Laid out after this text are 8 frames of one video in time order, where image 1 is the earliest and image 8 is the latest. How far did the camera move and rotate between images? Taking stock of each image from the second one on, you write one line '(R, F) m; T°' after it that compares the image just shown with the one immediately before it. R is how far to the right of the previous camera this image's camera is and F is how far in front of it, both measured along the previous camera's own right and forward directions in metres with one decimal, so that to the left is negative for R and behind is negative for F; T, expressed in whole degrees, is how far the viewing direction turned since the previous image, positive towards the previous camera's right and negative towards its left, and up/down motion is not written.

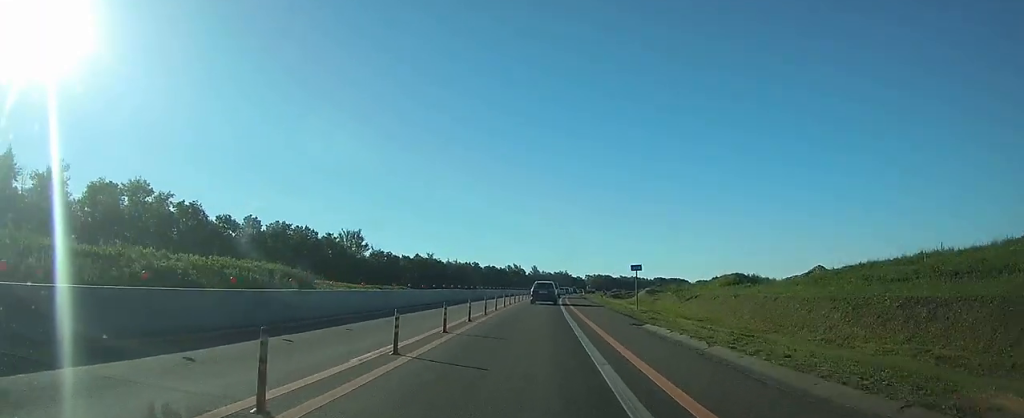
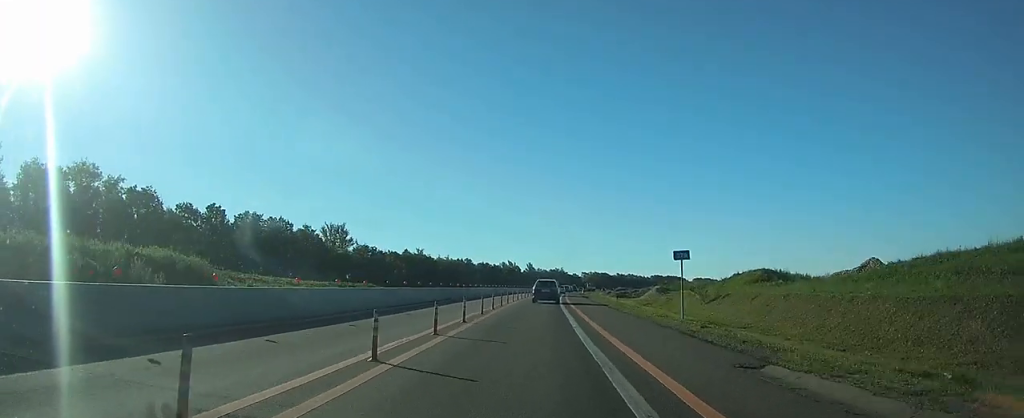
(0.0, +11.3) m; 0°
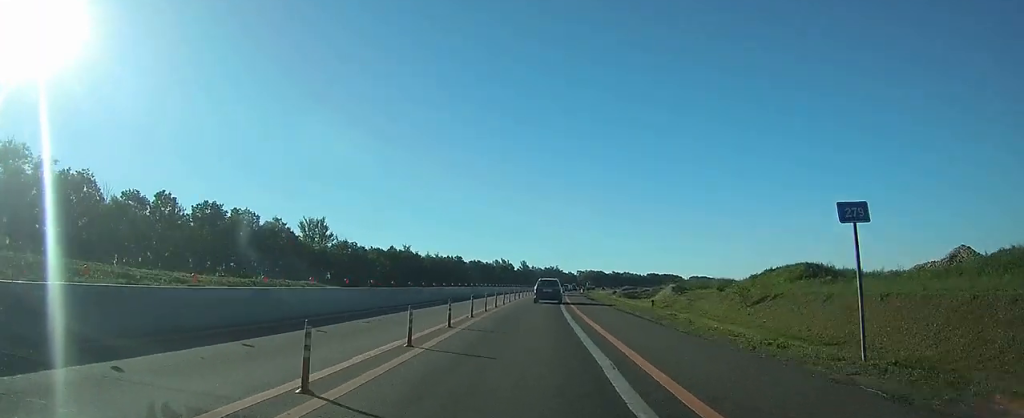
(0.0, +12.6) m; 0°
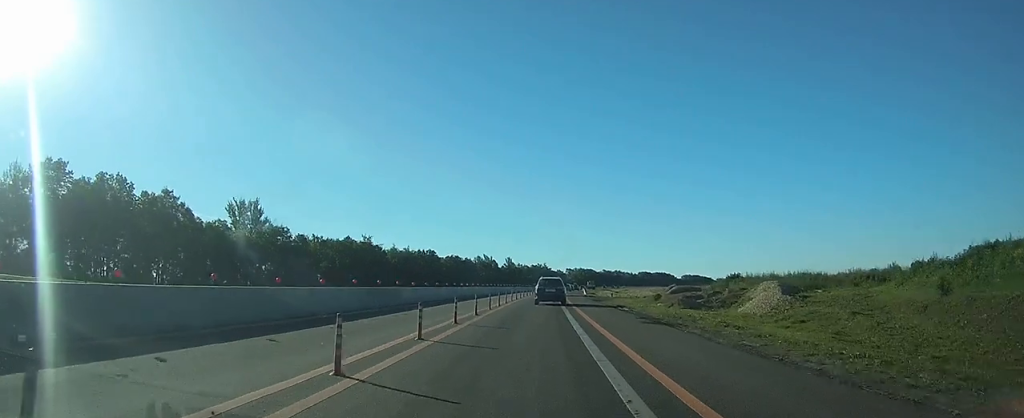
(+0.1, +33.8) m; +1°
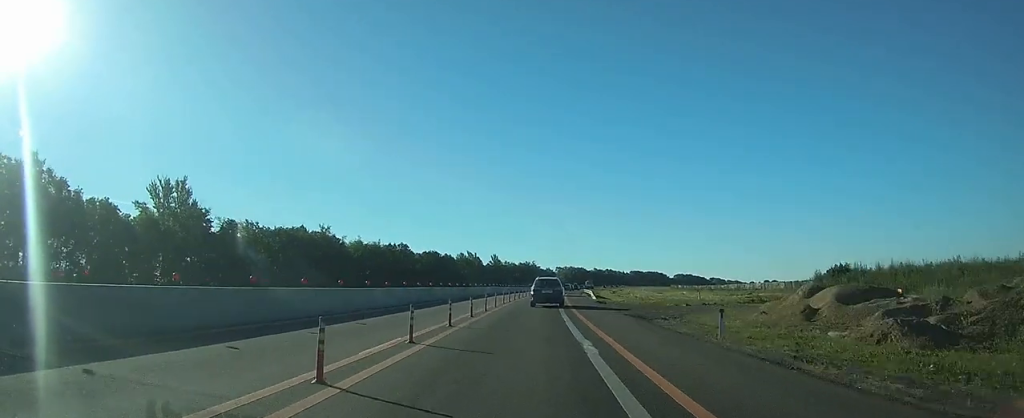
(+0.2, +25.5) m; +1°
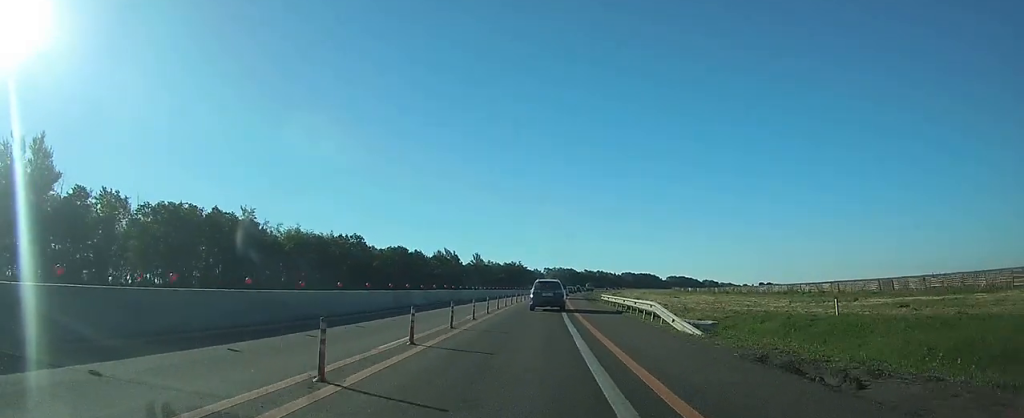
(+0.1, +34.6) m; +1°
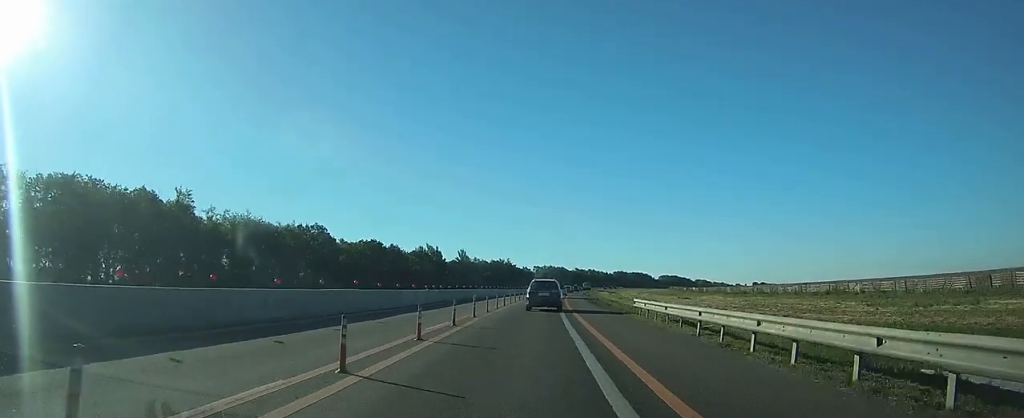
(+0.3, +18.9) m; +2°
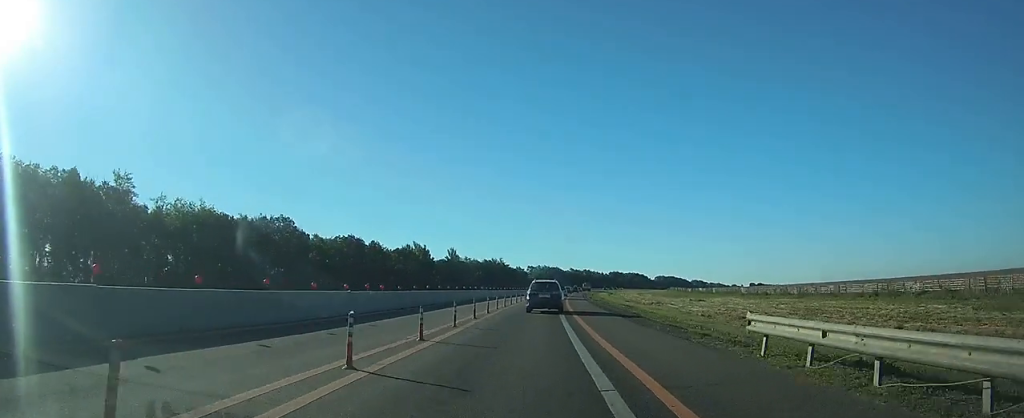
(+0.2, +14.4) m; +1°
